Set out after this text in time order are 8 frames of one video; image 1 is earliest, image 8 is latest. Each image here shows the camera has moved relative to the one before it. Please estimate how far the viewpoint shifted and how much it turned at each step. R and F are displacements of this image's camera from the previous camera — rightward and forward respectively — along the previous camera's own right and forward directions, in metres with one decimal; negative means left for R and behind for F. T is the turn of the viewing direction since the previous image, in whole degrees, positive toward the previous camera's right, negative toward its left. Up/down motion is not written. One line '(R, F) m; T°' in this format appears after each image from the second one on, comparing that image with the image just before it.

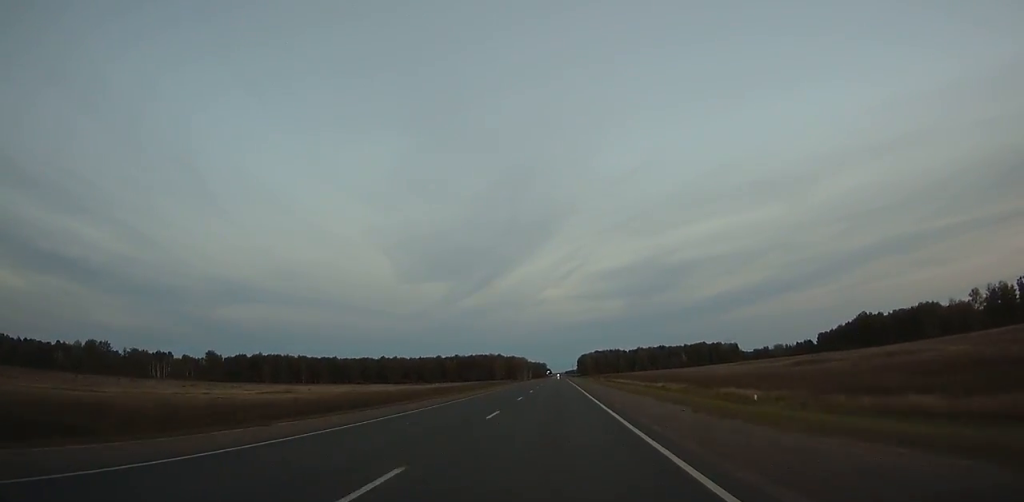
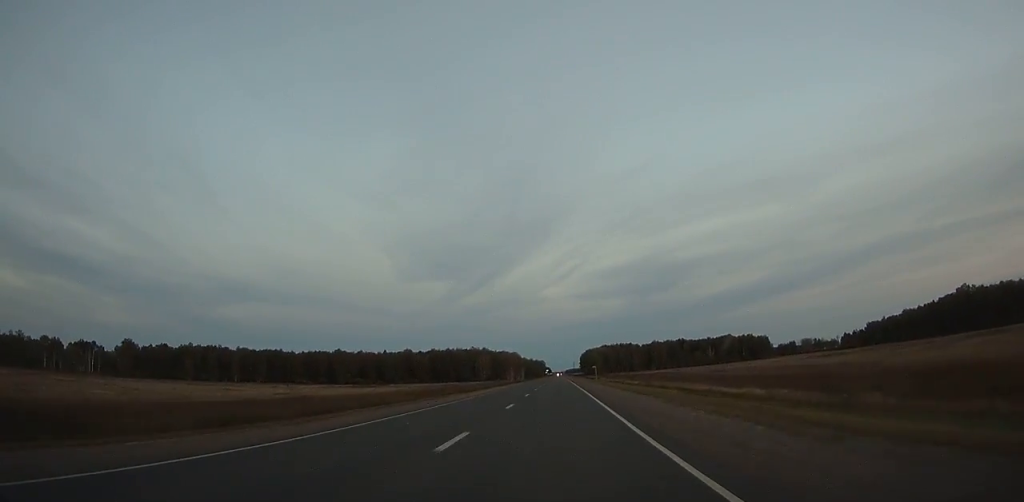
(+0.7, +103.0) m; 0°
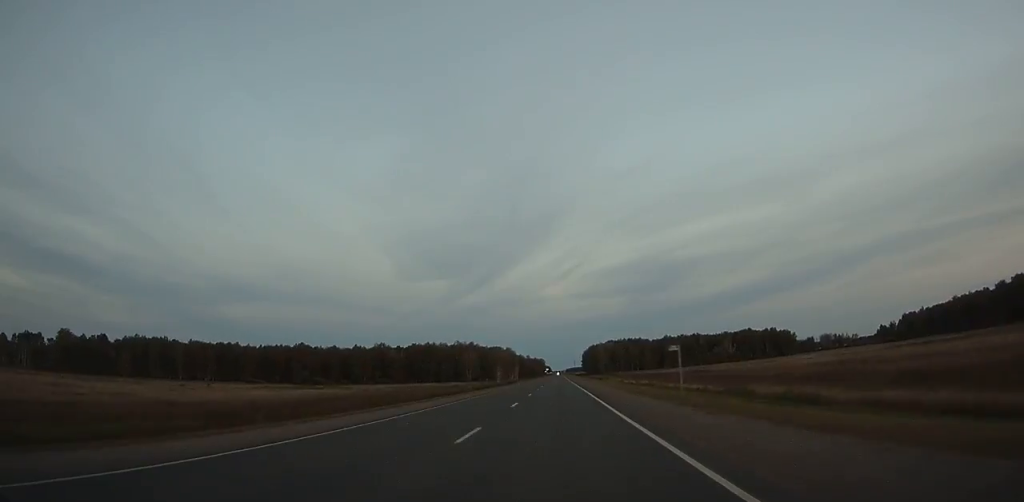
(+0.2, +59.1) m; 0°
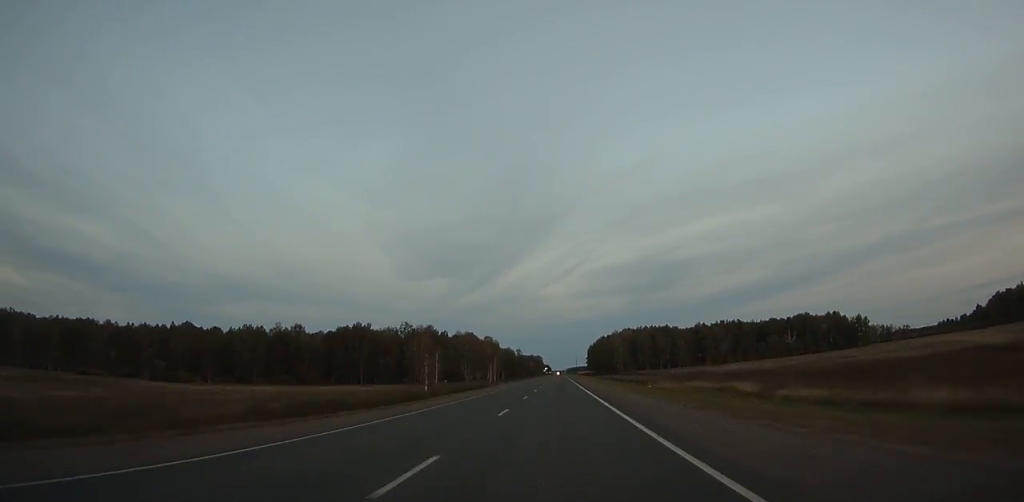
(-0.3, +113.2) m; 0°
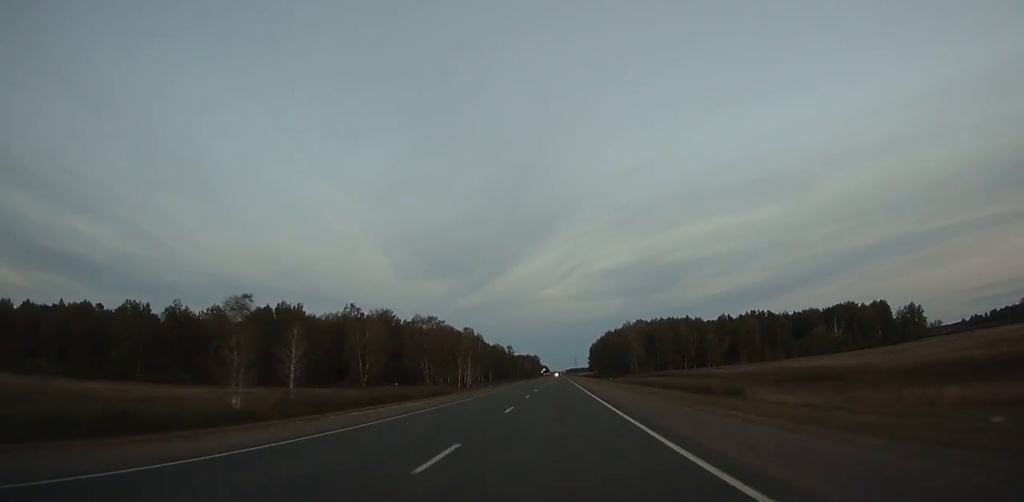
(-0.2, +57.0) m; 0°
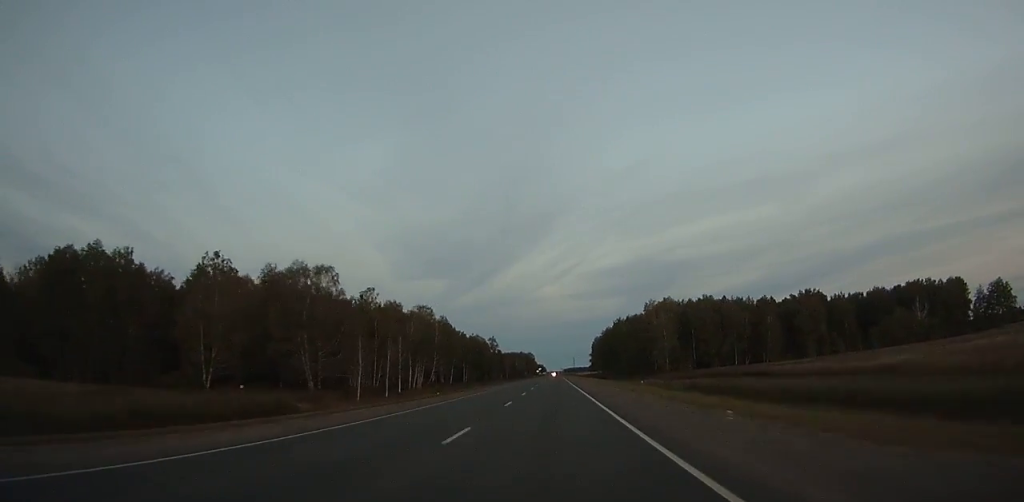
(+0.3, +69.4) m; 0°
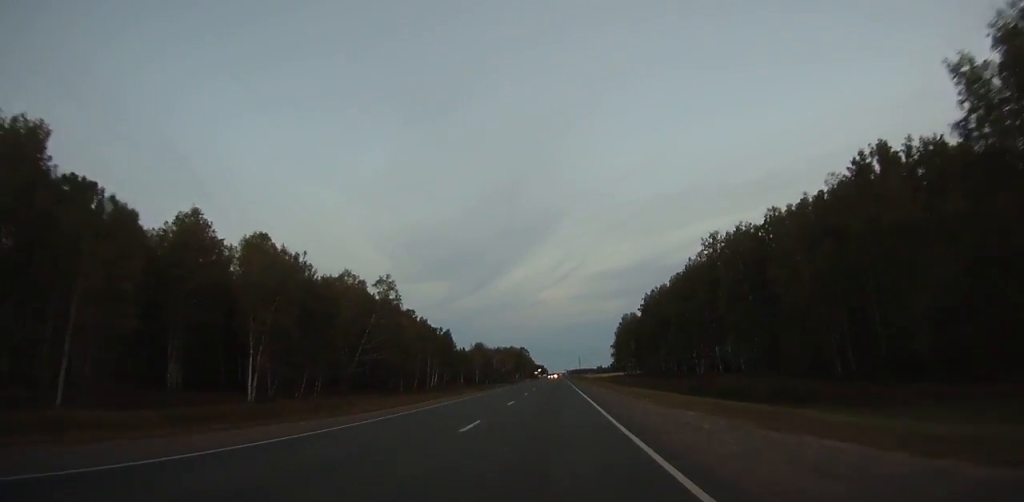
(-0.1, +153.9) m; 0°
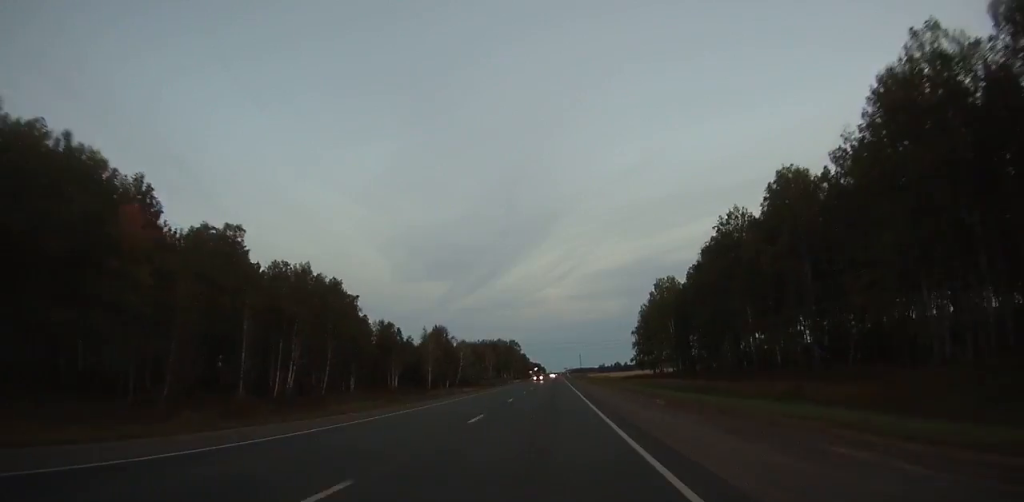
(-0.1, +80.7) m; 0°
